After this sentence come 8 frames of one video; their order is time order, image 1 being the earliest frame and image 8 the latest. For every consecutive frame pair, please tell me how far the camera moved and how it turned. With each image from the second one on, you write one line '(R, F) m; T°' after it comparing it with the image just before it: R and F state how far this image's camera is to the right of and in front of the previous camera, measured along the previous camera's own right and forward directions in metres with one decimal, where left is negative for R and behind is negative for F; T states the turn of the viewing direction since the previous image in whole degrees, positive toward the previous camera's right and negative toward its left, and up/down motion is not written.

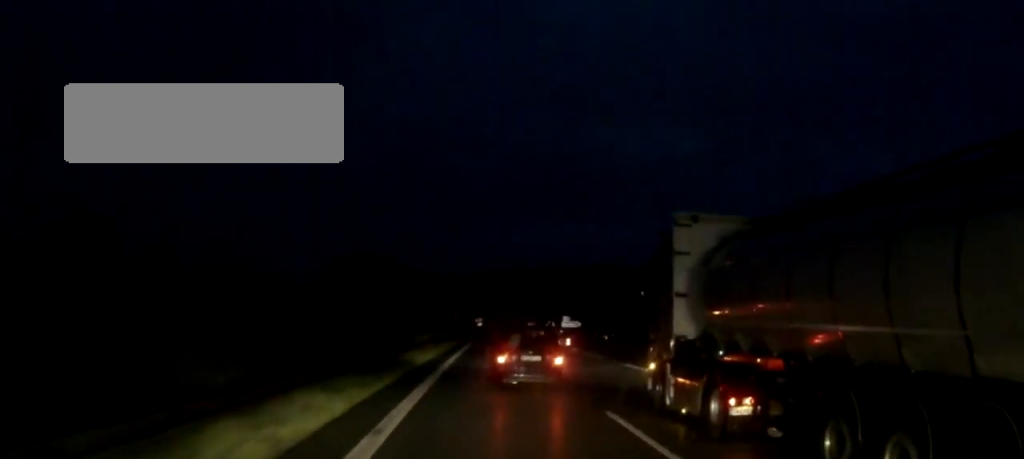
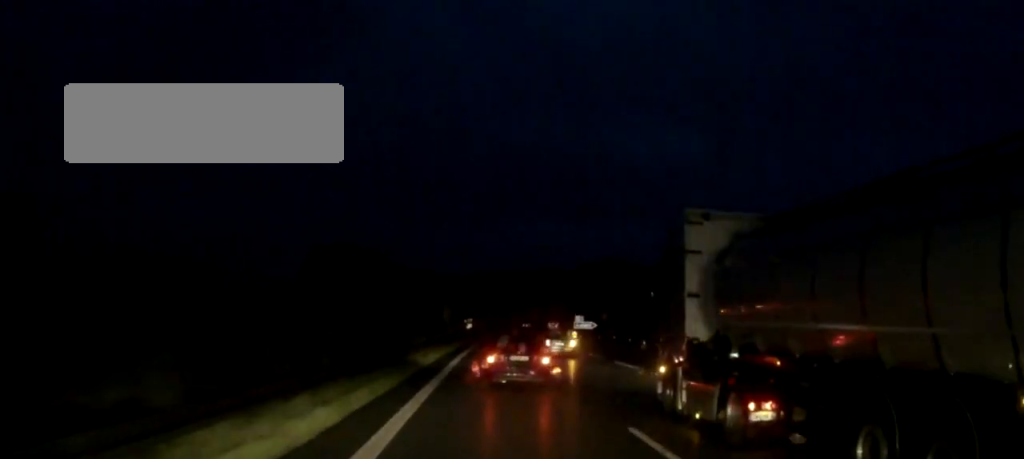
(+0.1, +23.7) m; 0°
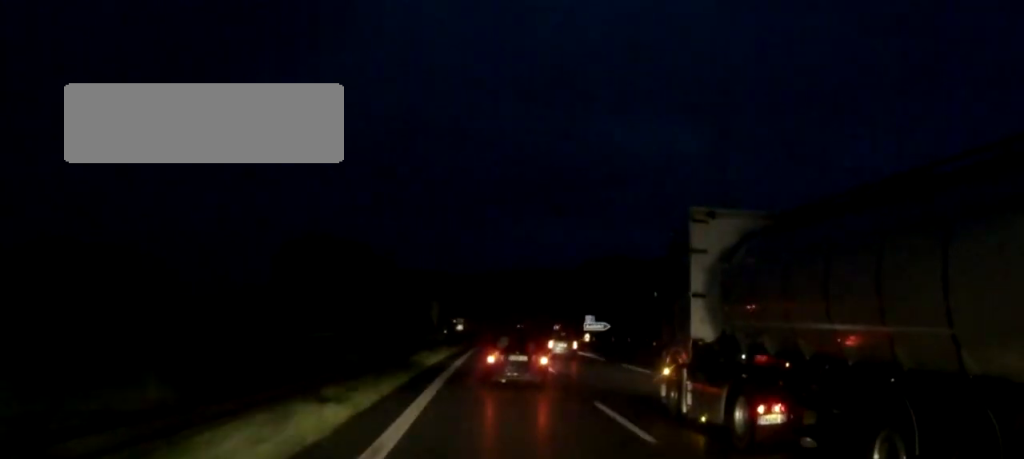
(0.0, +15.6) m; 0°
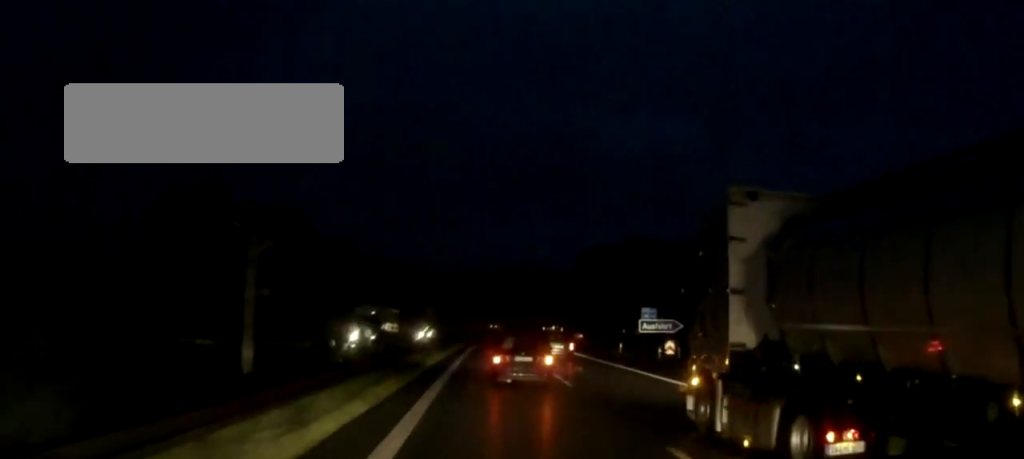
(+0.6, +45.8) m; +1°
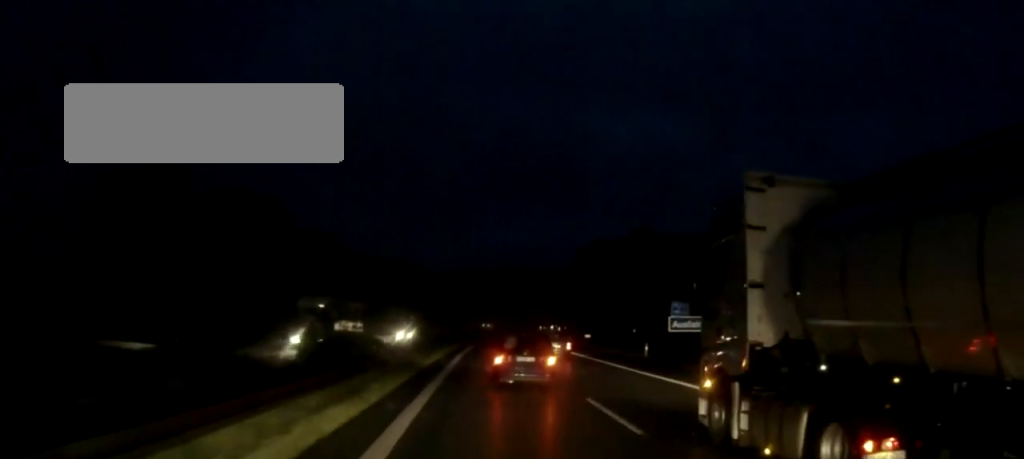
(0.0, +11.2) m; 0°
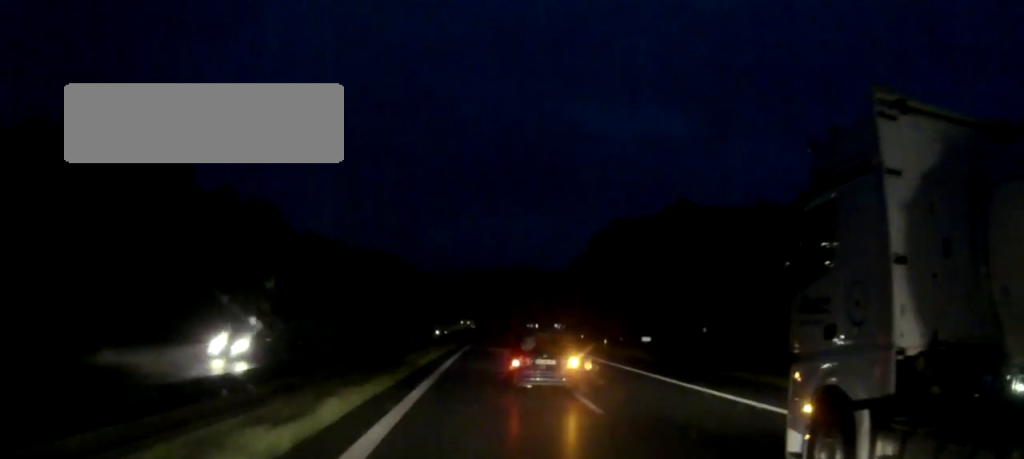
(+0.1, +34.7) m; 0°
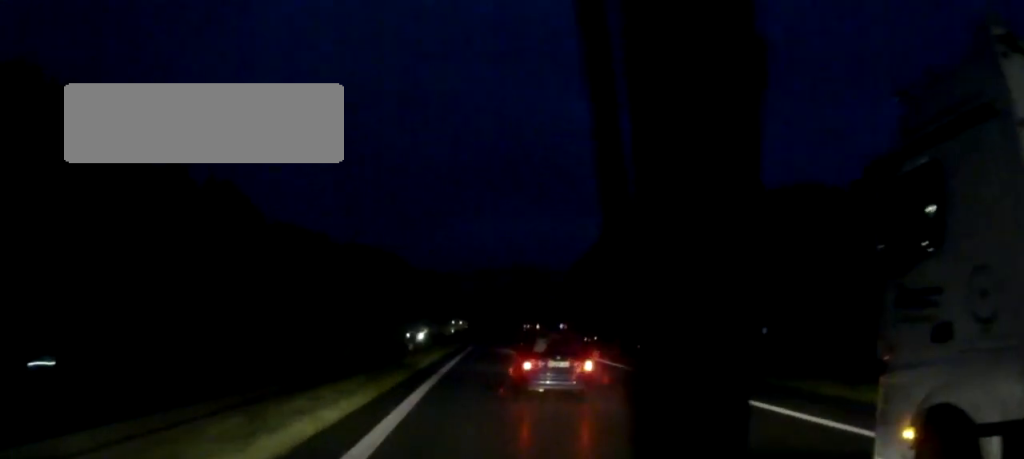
(0.0, +14.2) m; 0°
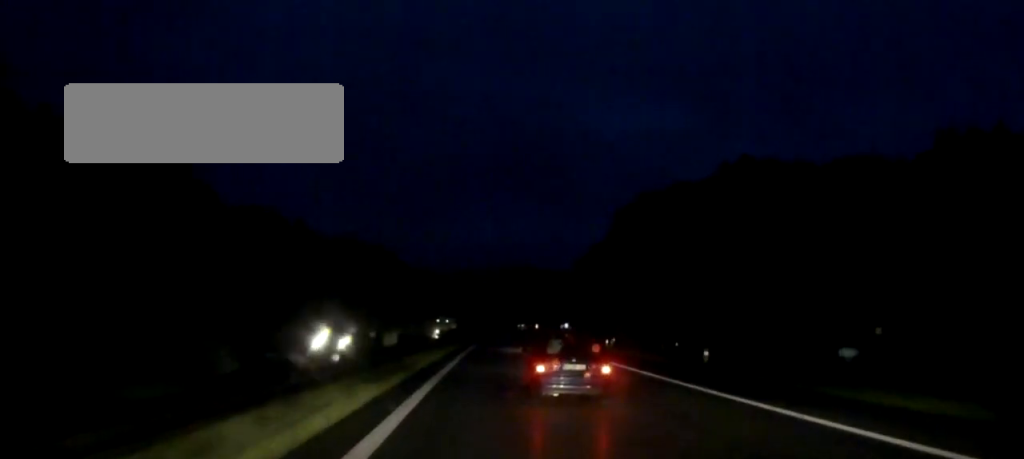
(0.0, +15.2) m; 0°
